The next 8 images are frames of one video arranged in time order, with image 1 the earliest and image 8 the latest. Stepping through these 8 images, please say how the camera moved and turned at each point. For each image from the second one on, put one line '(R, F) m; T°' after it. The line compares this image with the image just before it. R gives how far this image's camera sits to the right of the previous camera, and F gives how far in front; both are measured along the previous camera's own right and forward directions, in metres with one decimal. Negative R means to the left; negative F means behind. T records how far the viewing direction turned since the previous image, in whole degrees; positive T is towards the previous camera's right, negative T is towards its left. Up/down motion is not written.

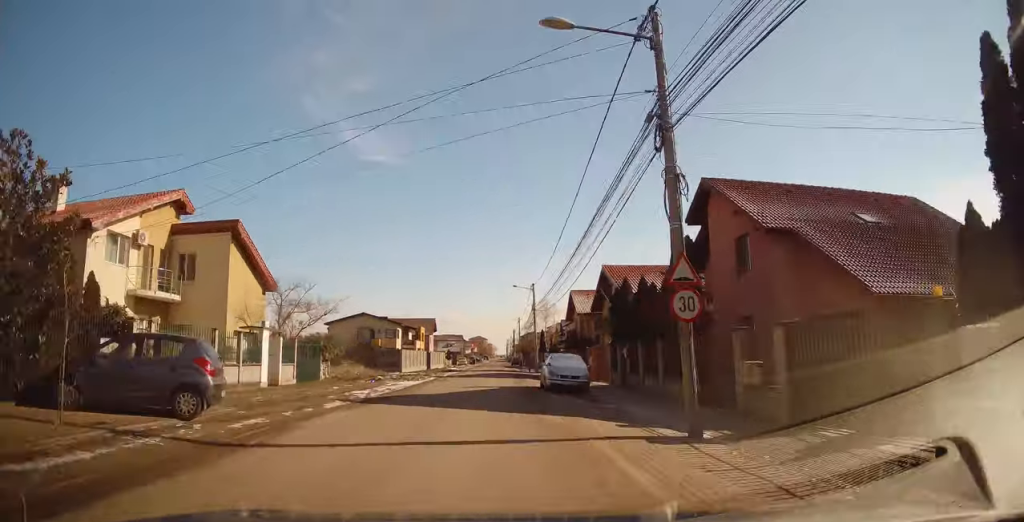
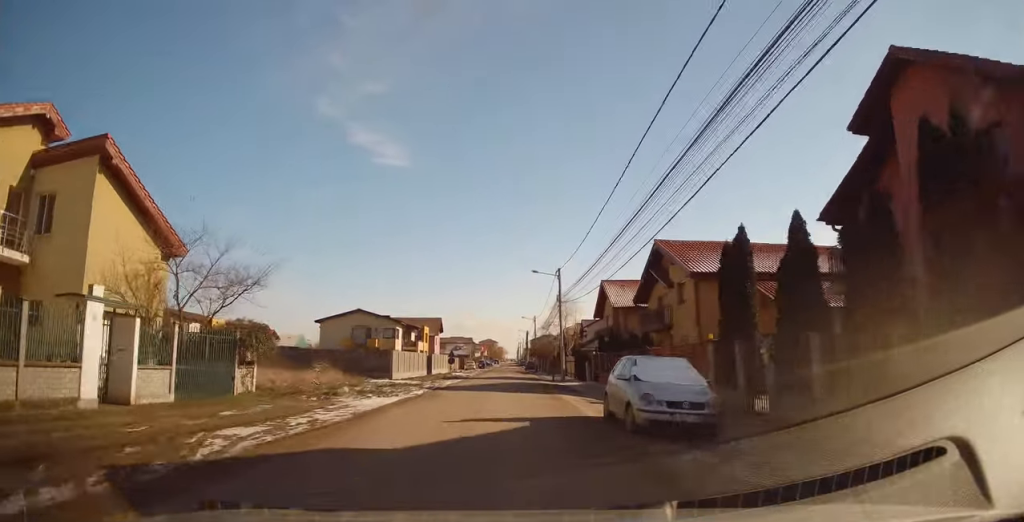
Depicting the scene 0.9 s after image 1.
(-0.1, +10.5) m; 0°
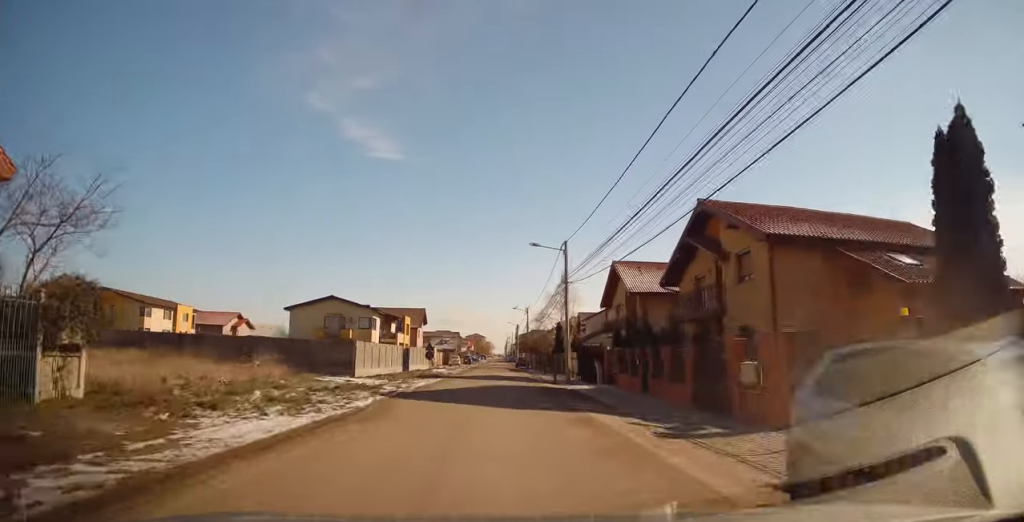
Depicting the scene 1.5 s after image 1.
(0.0, +8.0) m; 0°
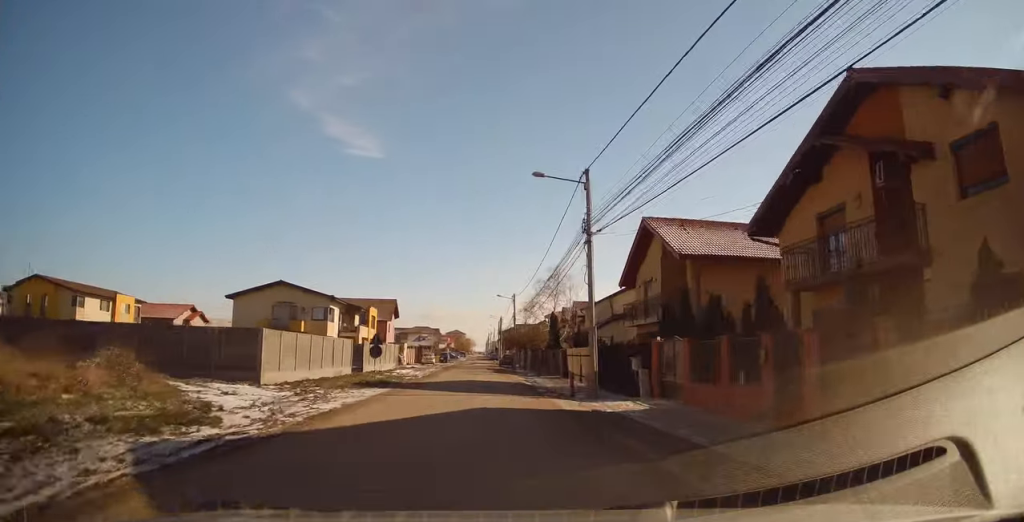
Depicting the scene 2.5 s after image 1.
(0.0, +12.0) m; 0°
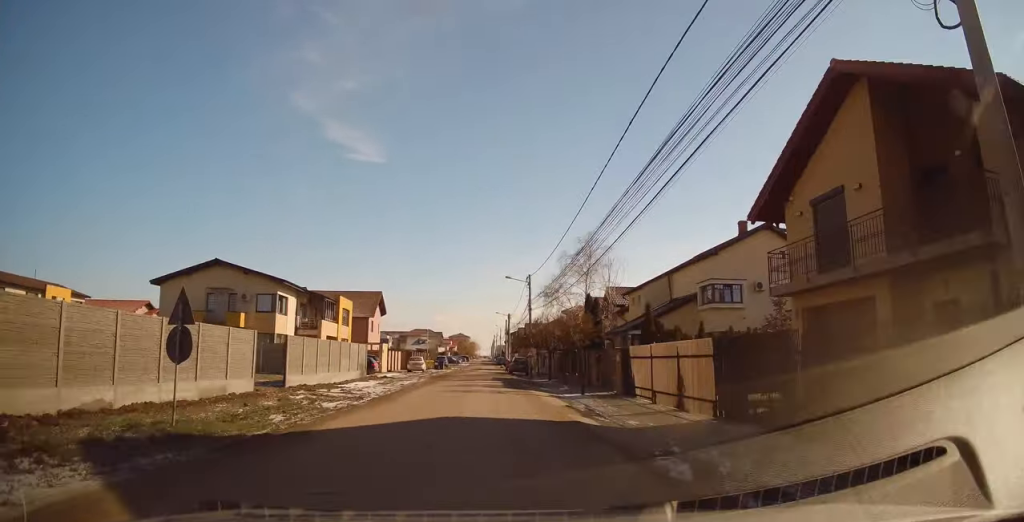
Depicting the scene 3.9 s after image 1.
(0.0, +16.4) m; 0°
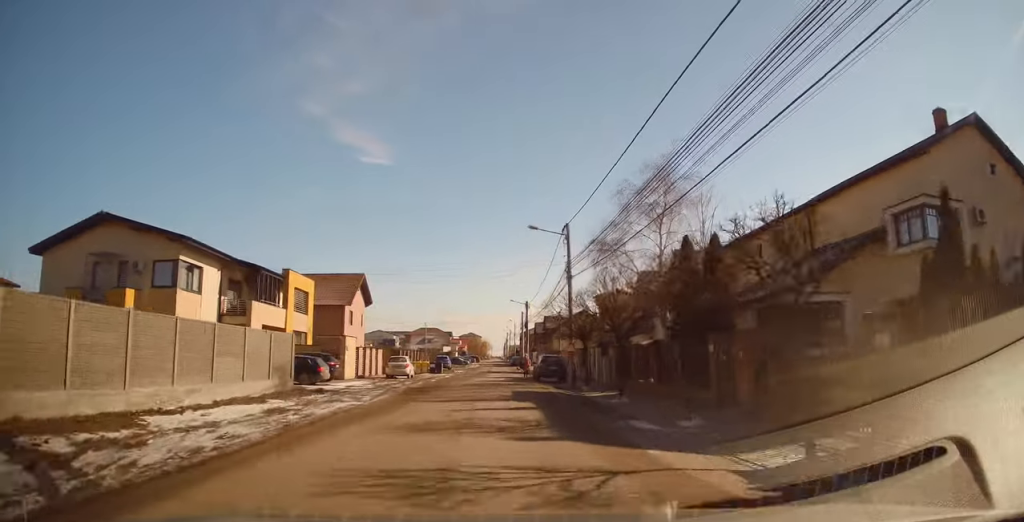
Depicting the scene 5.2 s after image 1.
(0.0, +16.1) m; 0°
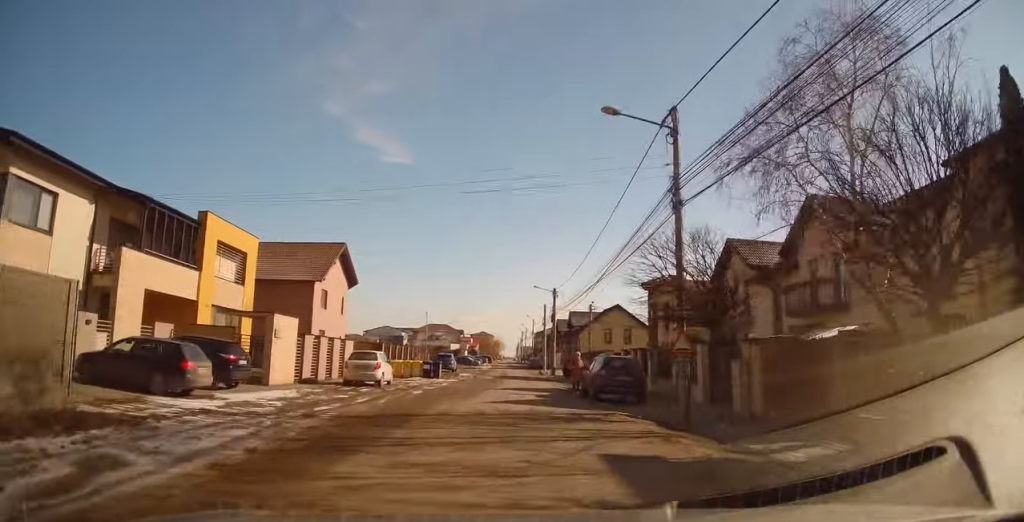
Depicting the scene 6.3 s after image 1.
(0.0, +13.4) m; 0°
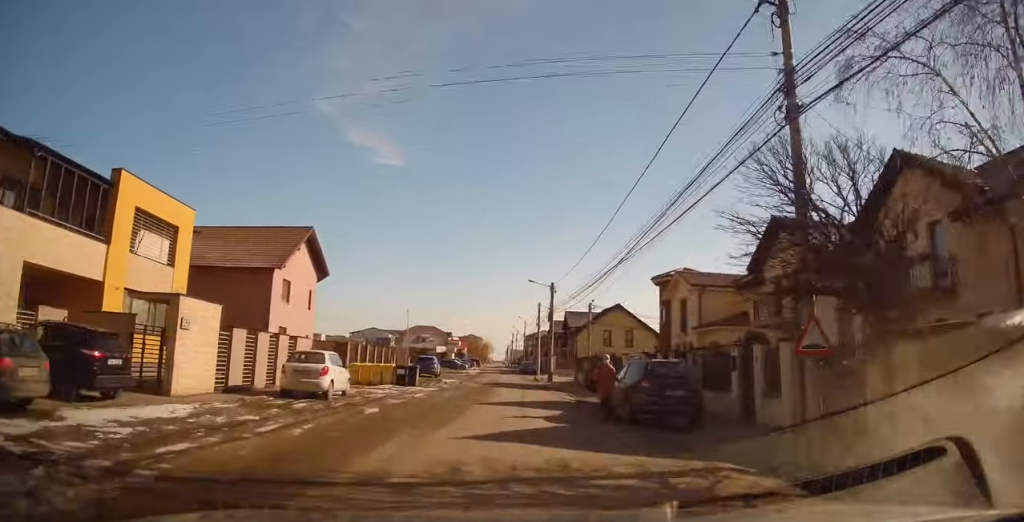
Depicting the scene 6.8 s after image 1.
(0.0, +6.1) m; 0°
